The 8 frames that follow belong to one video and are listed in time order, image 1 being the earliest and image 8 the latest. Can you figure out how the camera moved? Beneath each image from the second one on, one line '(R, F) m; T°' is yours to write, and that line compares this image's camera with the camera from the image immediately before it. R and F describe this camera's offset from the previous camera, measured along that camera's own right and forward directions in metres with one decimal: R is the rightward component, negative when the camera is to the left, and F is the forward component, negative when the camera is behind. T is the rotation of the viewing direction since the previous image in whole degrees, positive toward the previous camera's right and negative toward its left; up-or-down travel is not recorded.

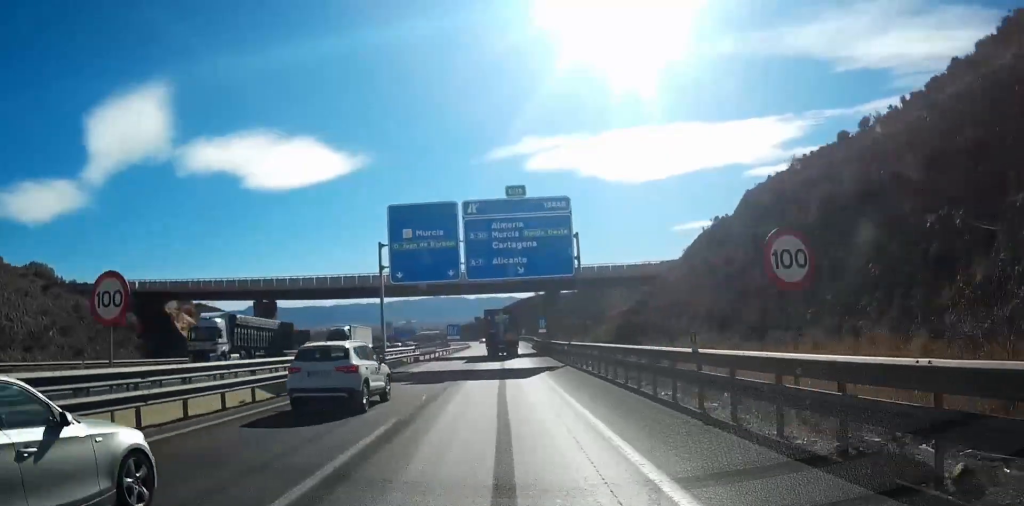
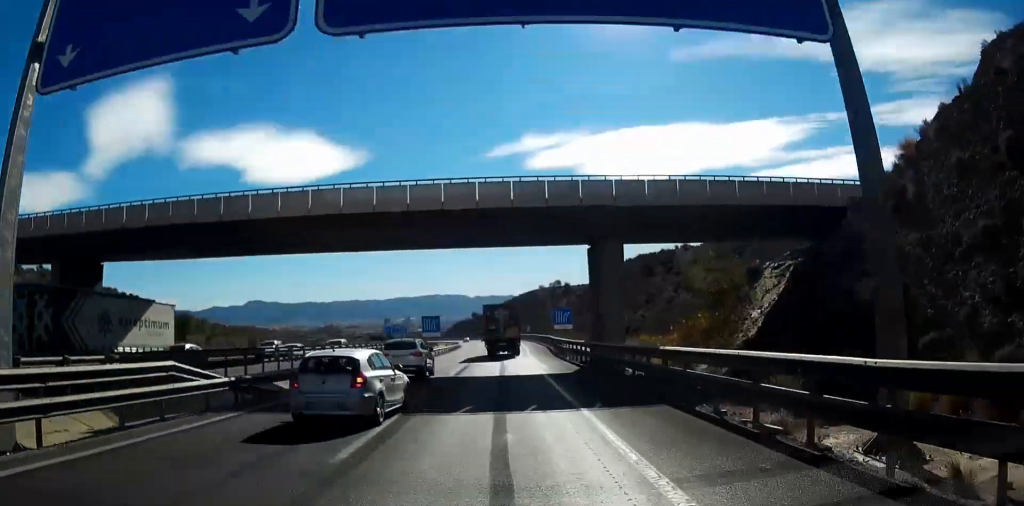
(0.0, +35.0) m; 0°
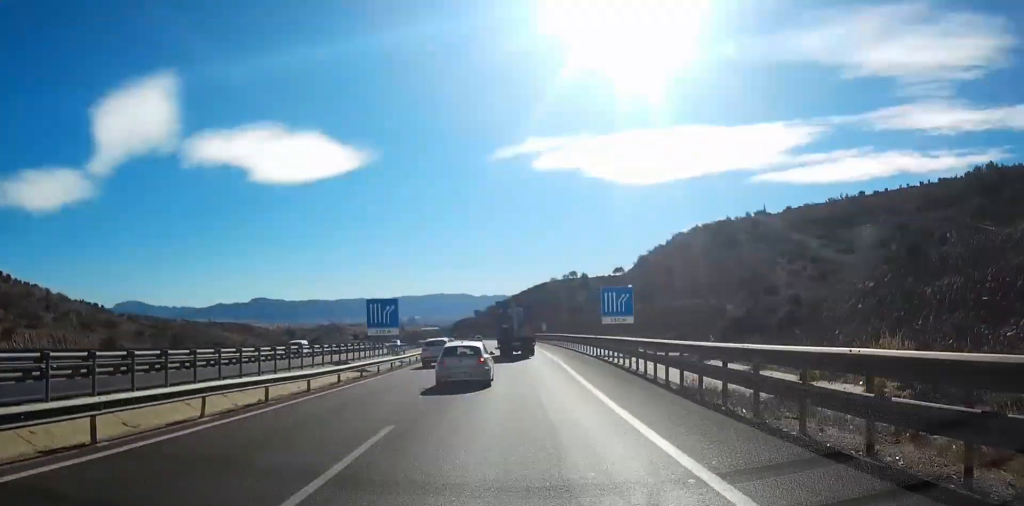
(0.0, +36.3) m; 0°
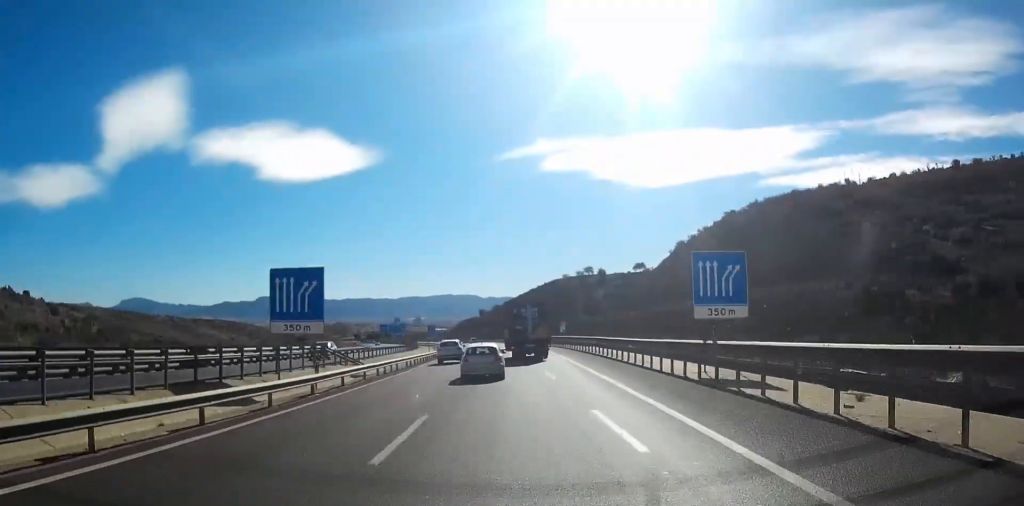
(0.0, +21.4) m; 0°
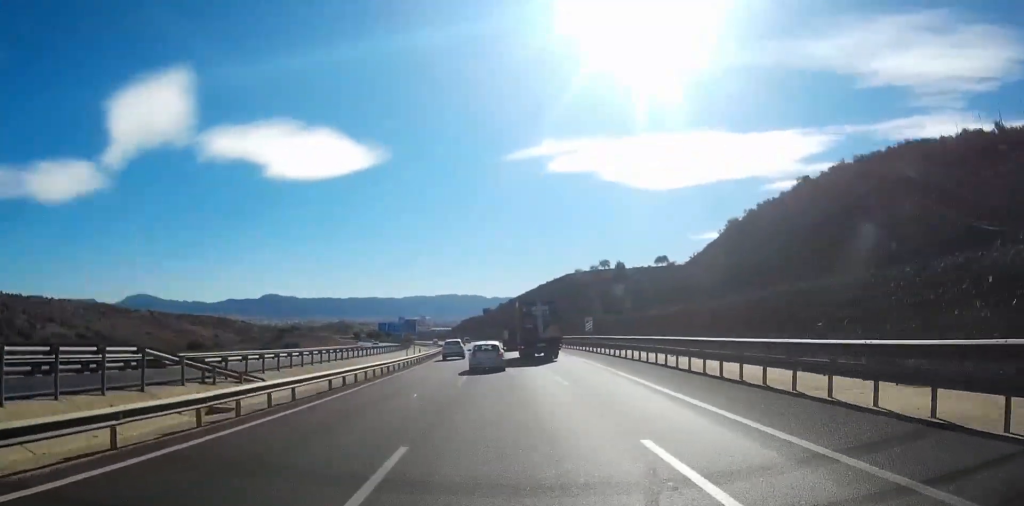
(0.0, +20.4) m; 0°
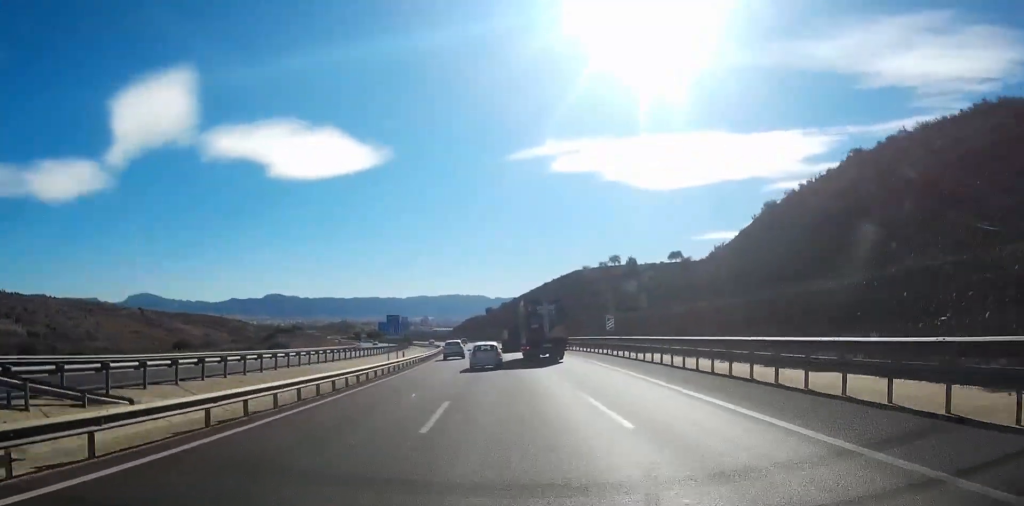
(0.0, +10.1) m; 0°
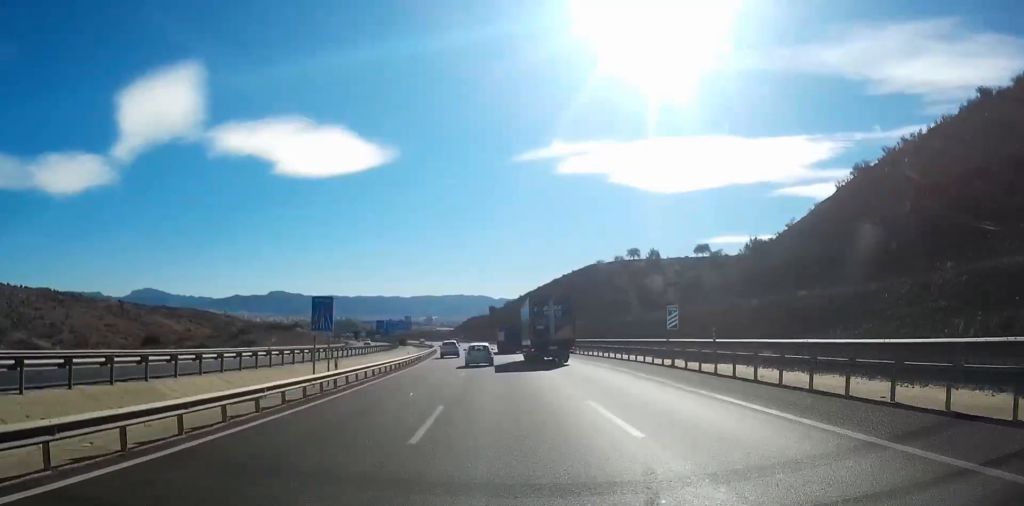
(0.0, +17.6) m; -1°
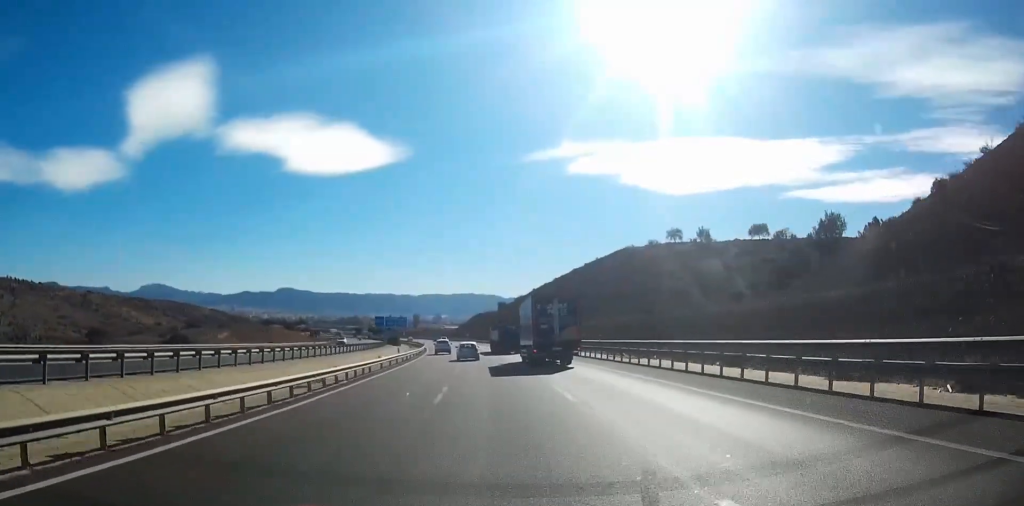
(-0.3, +26.7) m; -1°
